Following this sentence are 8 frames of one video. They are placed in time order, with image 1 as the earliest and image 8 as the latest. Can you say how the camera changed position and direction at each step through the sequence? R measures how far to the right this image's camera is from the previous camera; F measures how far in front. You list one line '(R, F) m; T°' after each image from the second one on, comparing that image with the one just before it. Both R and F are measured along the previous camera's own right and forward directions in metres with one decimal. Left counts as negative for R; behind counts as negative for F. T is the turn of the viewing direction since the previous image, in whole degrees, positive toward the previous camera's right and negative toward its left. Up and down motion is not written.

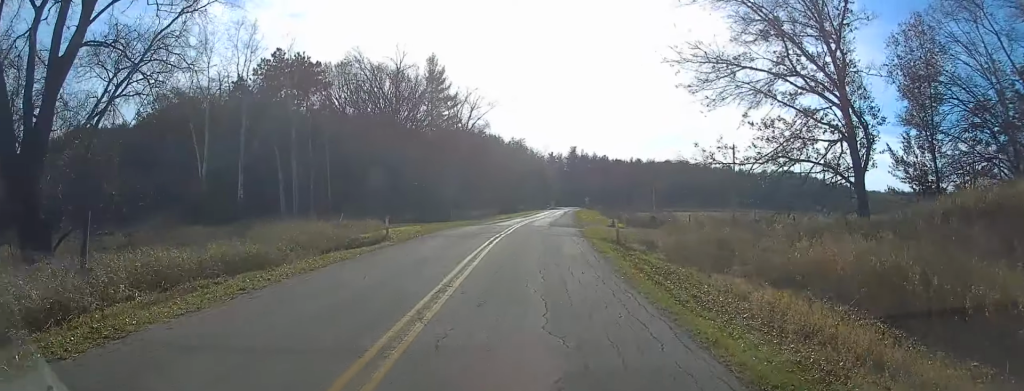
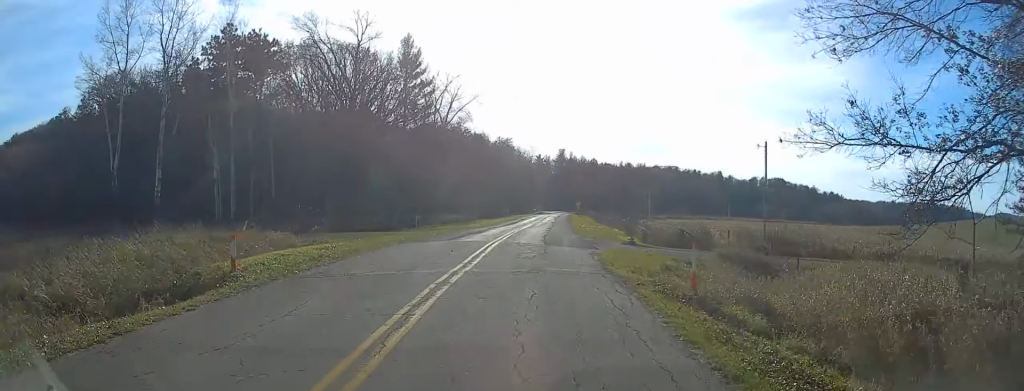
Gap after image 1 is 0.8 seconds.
(+0.3, +13.5) m; +2°
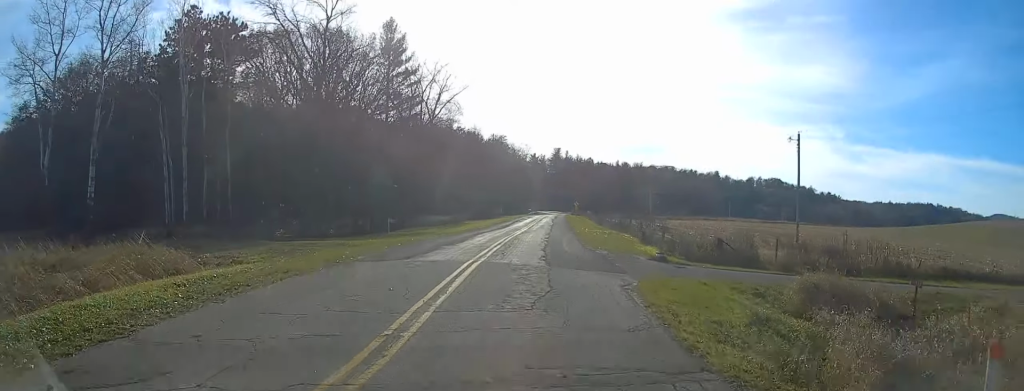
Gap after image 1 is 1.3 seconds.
(+0.1, +8.3) m; 0°
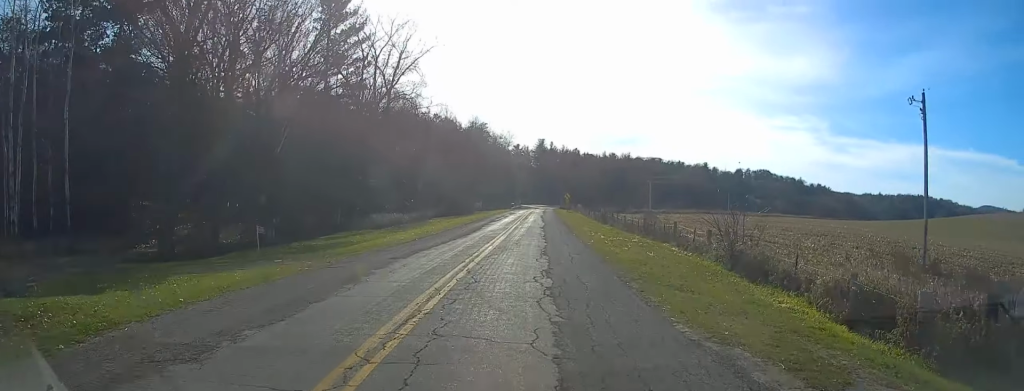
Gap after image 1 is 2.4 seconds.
(+0.1, +19.1) m; +1°
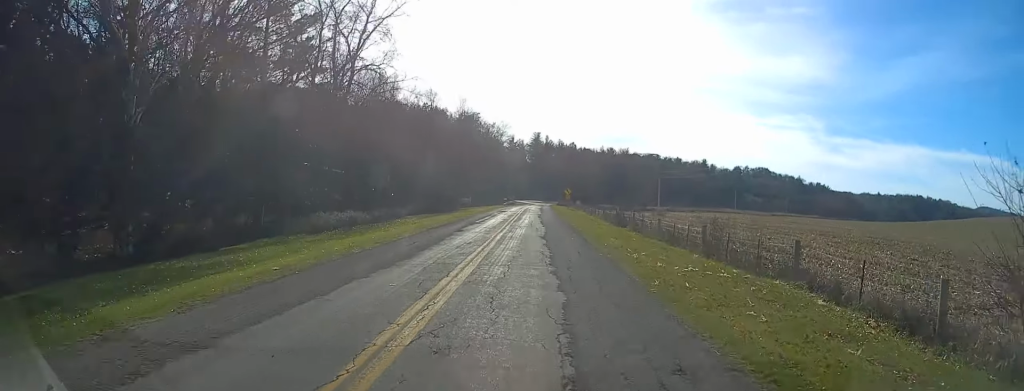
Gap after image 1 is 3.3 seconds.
(+0.1, +14.5) m; +1°
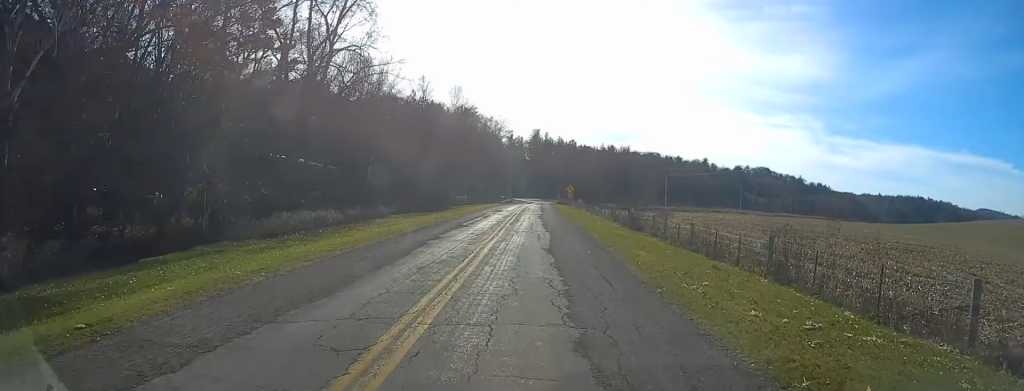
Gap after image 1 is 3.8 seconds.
(0.0, +7.2) m; 0°
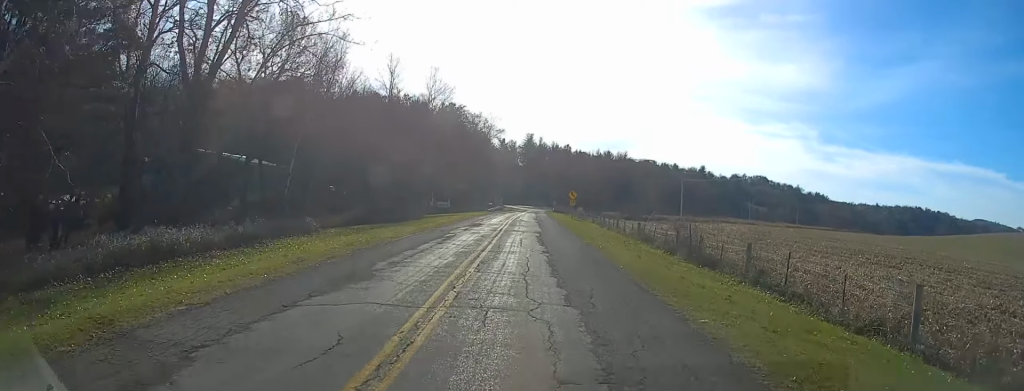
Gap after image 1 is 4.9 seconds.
(0.0, +17.1) m; 0°
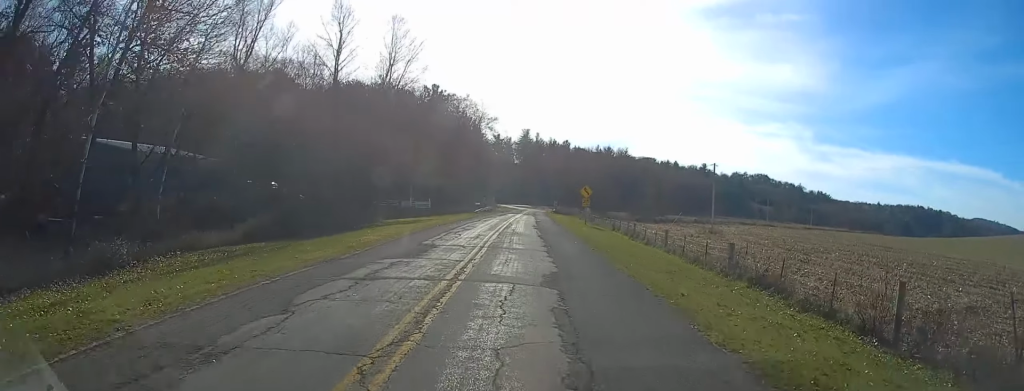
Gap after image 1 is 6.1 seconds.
(-0.1, +18.7) m; -1°
